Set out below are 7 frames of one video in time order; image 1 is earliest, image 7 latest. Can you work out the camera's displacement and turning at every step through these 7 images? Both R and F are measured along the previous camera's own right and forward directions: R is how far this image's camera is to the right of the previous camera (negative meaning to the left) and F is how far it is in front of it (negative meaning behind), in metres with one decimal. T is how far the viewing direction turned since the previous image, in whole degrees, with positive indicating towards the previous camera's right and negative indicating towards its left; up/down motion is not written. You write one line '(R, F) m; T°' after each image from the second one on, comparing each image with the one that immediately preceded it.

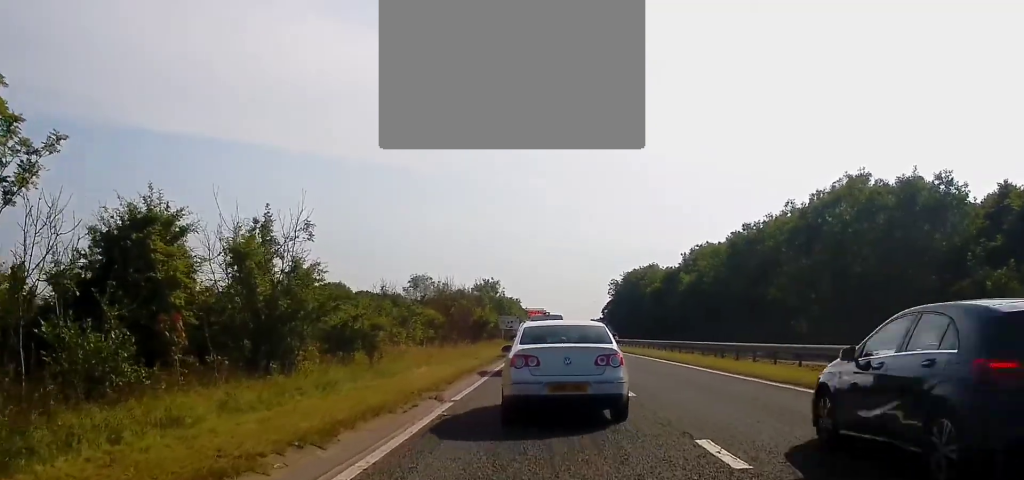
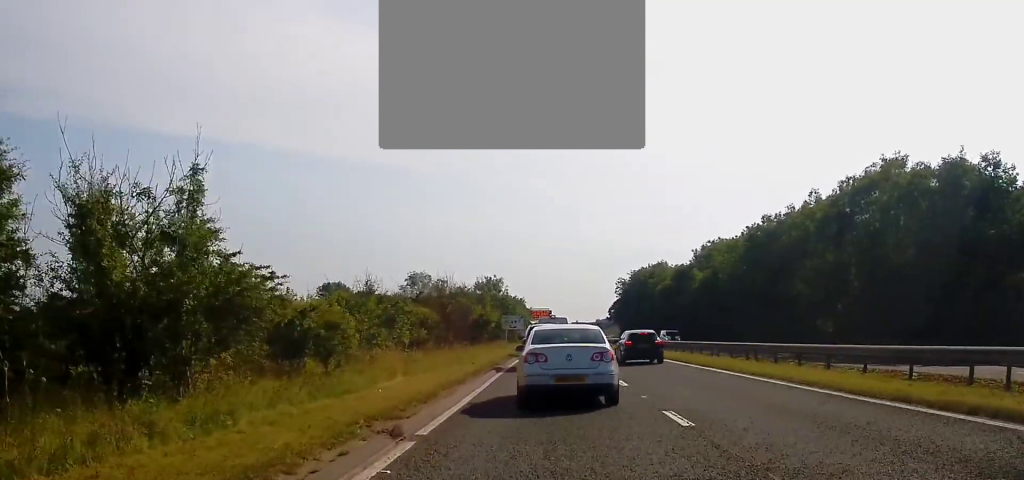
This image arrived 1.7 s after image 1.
(0.0, +5.6) m; +2°
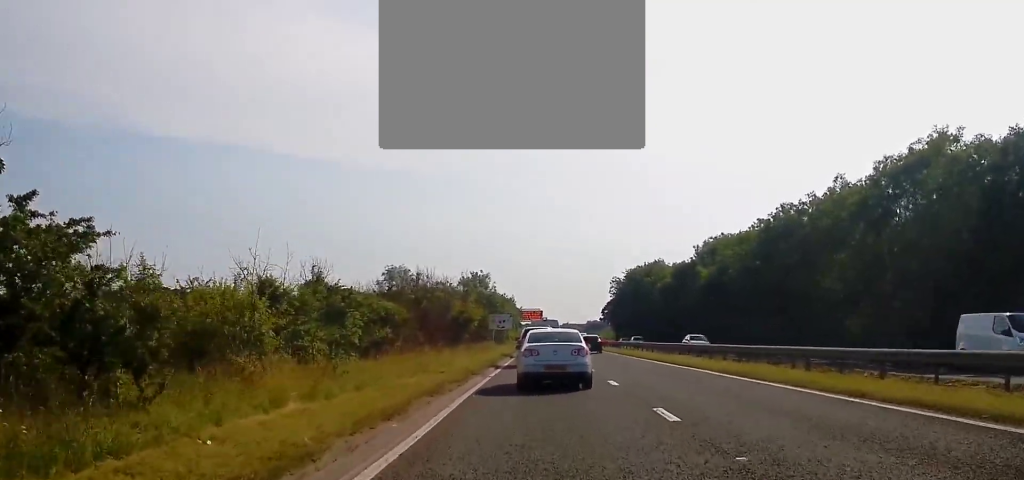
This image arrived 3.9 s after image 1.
(-0.1, +8.3) m; -2°
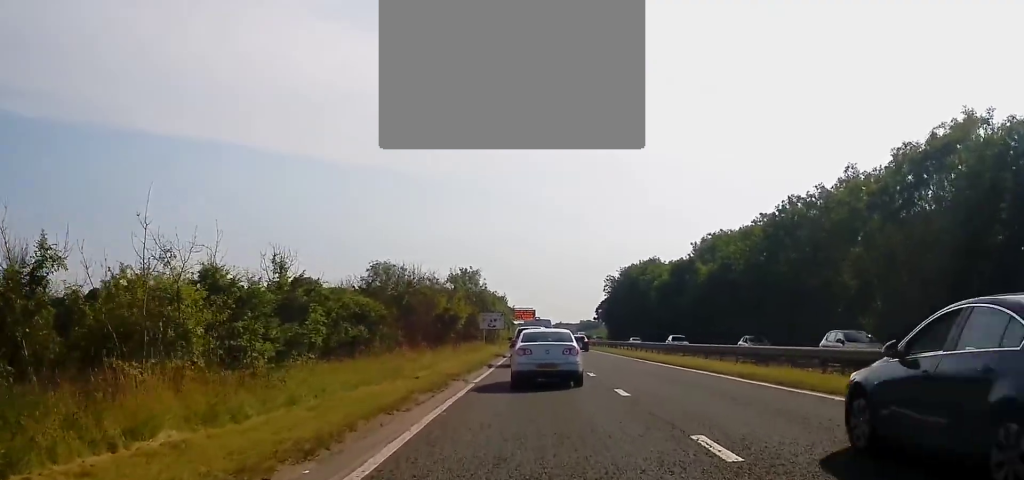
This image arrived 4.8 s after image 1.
(0.0, +3.9) m; 0°
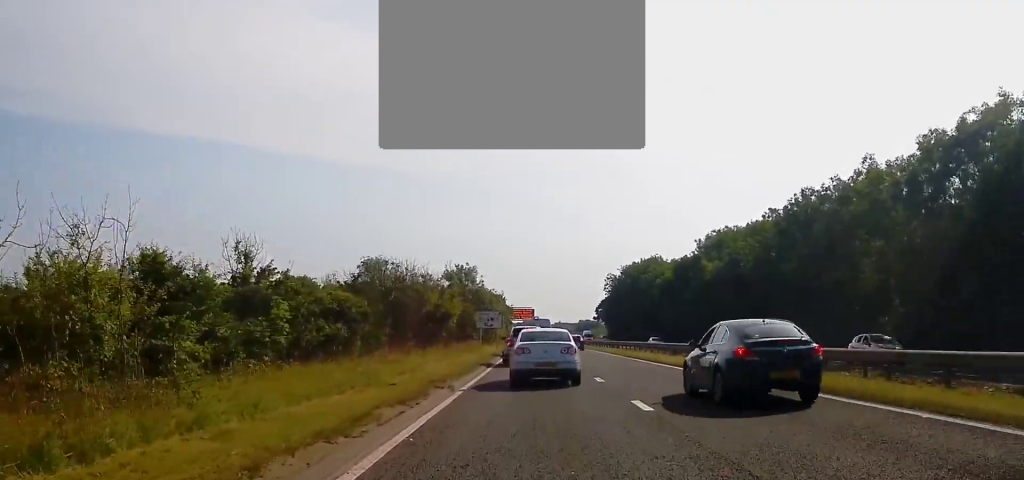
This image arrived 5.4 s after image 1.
(0.0, +3.5) m; -1°
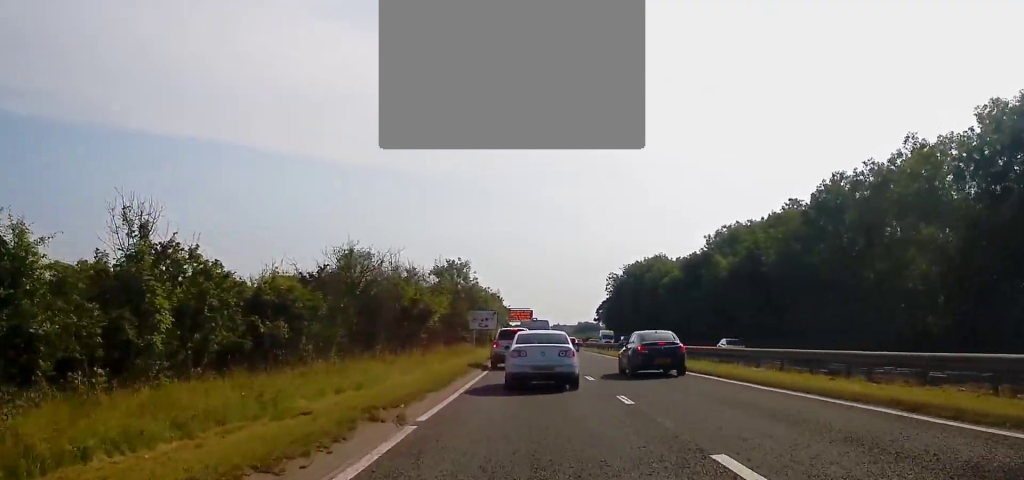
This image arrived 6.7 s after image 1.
(-0.1, +7.2) m; +1°
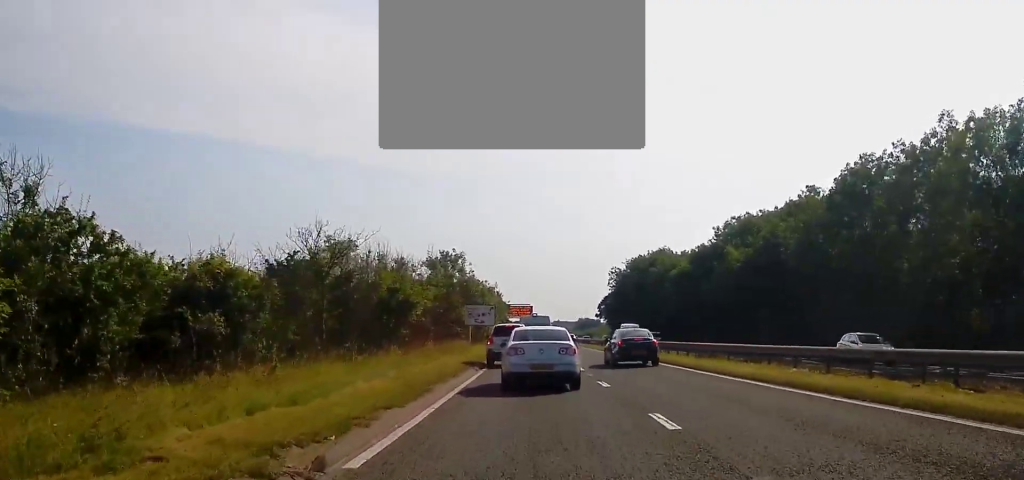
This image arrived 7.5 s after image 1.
(+0.2, +4.7) m; 0°
